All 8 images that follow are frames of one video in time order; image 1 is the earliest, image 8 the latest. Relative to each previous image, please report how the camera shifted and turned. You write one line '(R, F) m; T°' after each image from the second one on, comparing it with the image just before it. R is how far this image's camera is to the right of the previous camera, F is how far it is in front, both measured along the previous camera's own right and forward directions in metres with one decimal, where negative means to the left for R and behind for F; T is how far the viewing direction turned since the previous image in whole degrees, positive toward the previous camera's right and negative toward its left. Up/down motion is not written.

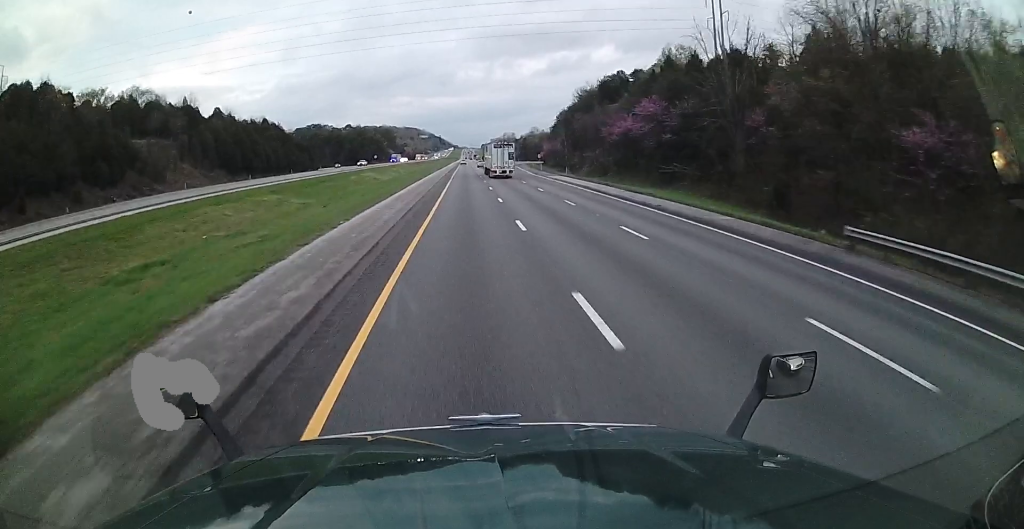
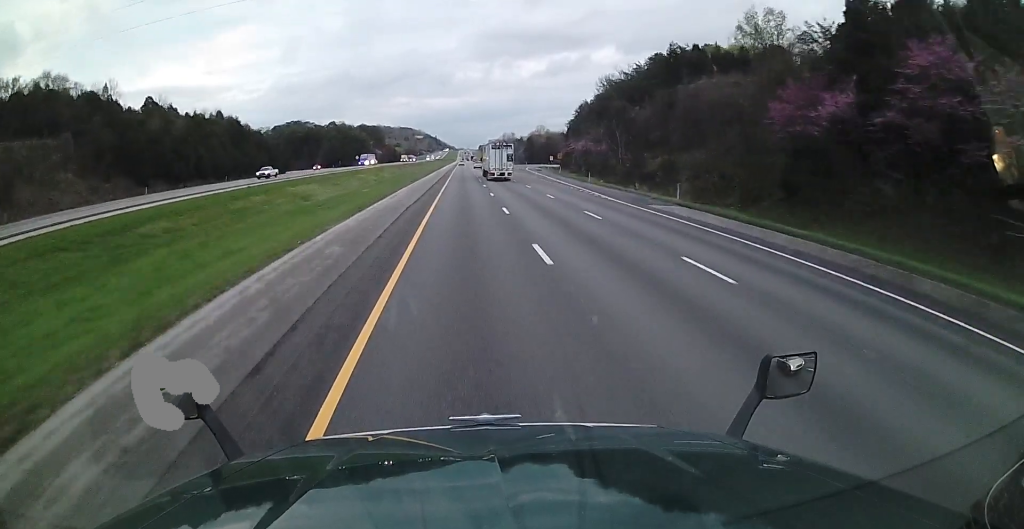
(0.0, +42.2) m; -1°
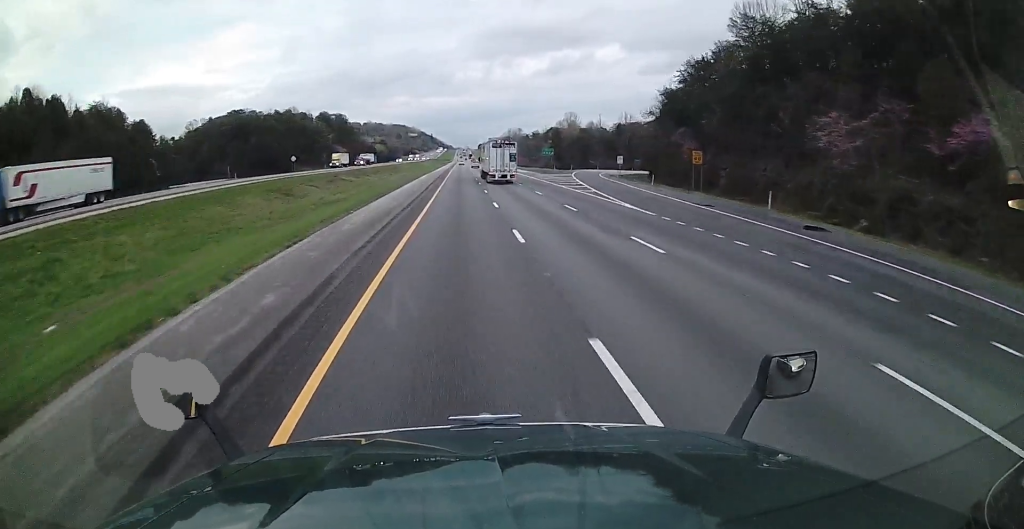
(+1.6, +93.2) m; +2°
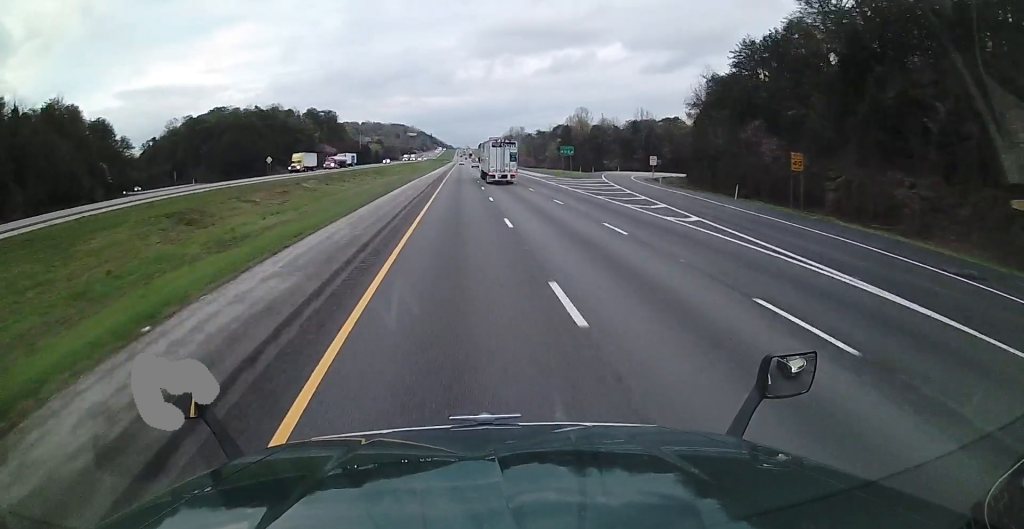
(+0.2, +20.5) m; 0°
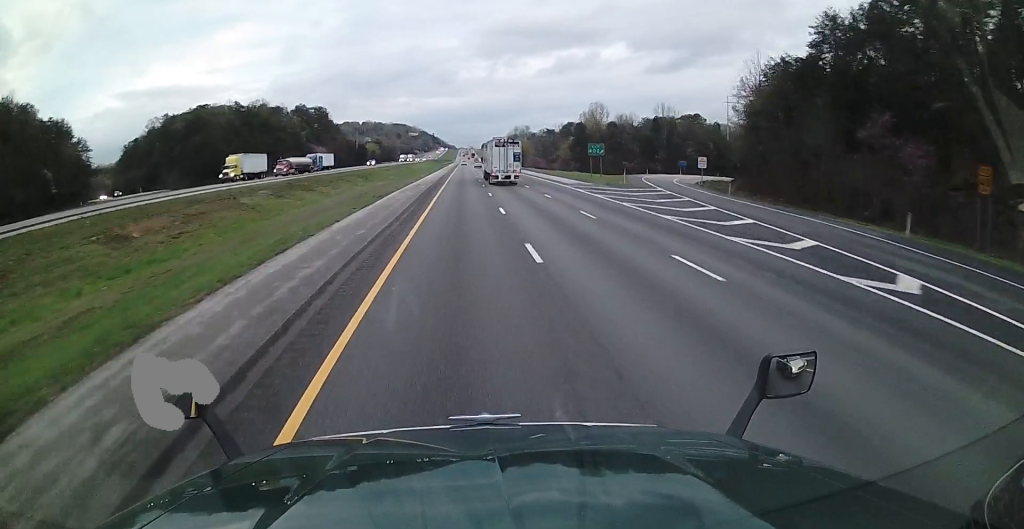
(+0.2, +19.5) m; 0°
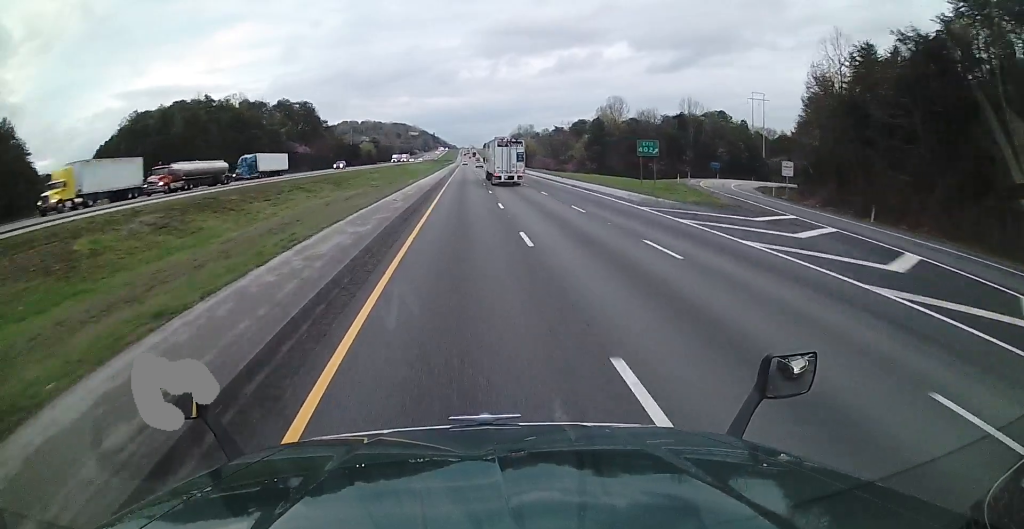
(-0.3, +21.7) m; -1°
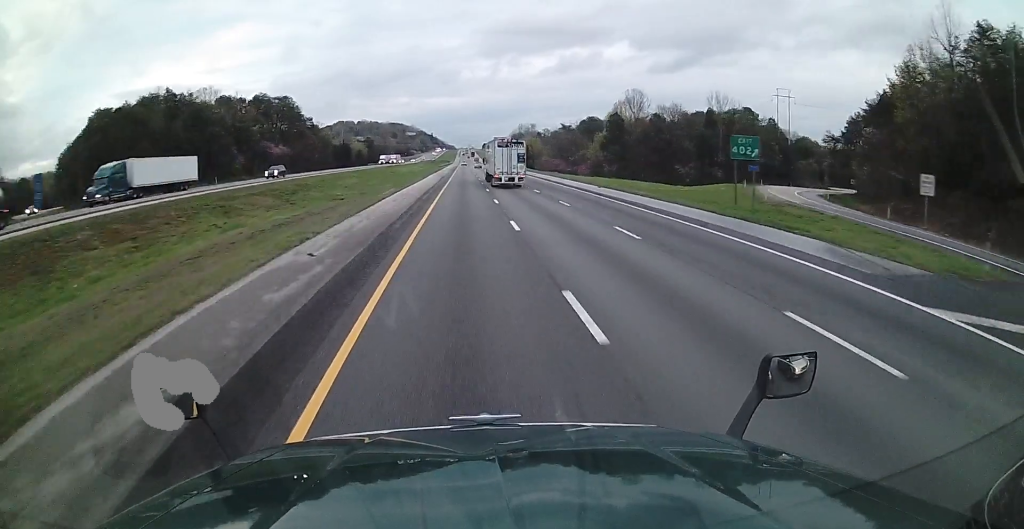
(-0.1, +20.6) m; 0°
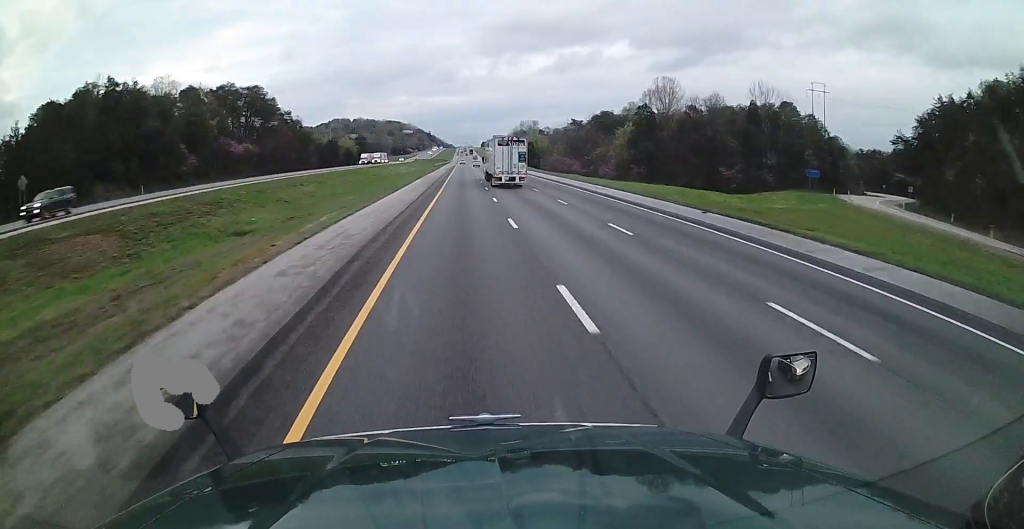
(0.0, +23.8) m; 0°
